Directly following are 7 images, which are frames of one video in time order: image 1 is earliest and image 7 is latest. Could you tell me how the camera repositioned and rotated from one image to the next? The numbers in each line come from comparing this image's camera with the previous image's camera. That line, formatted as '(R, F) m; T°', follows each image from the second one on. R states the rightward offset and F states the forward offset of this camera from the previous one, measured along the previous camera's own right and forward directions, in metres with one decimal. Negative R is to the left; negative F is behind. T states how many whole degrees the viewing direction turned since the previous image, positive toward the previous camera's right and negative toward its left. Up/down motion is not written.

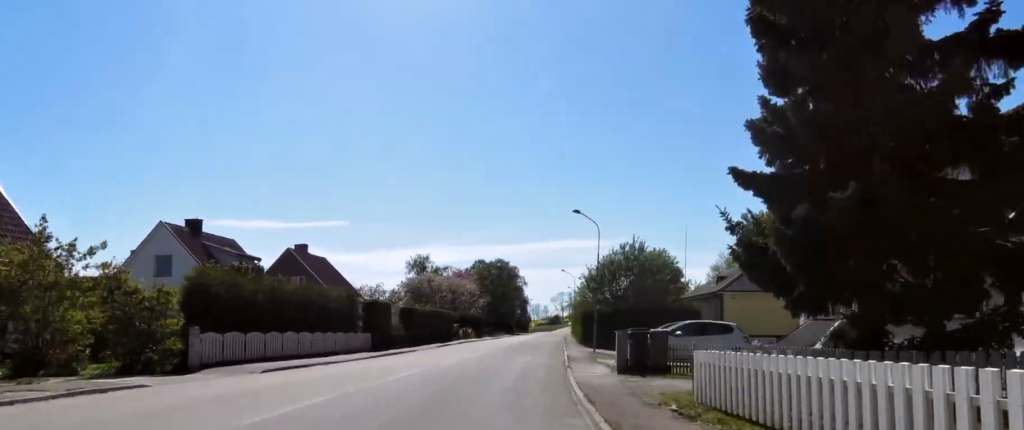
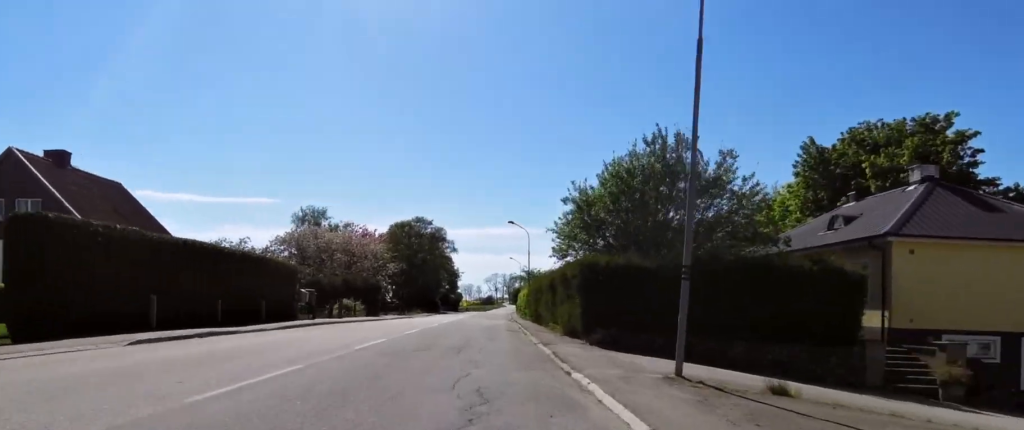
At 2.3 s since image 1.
(-1.1, +25.4) m; +4°
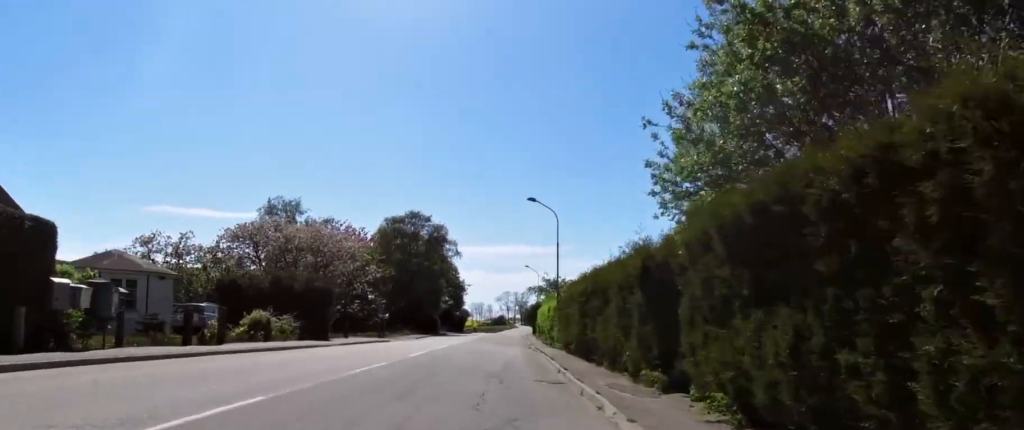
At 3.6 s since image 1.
(+0.9, +13.8) m; +4°
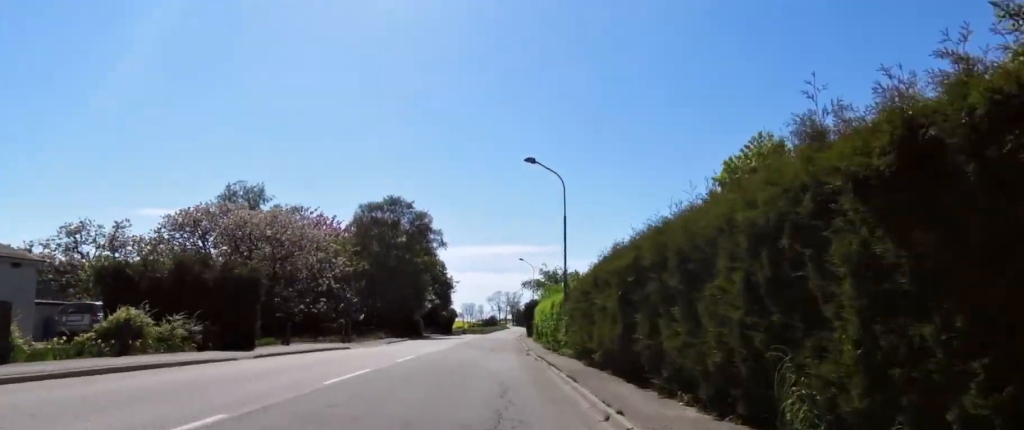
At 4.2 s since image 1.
(0.0, +6.8) m; +1°
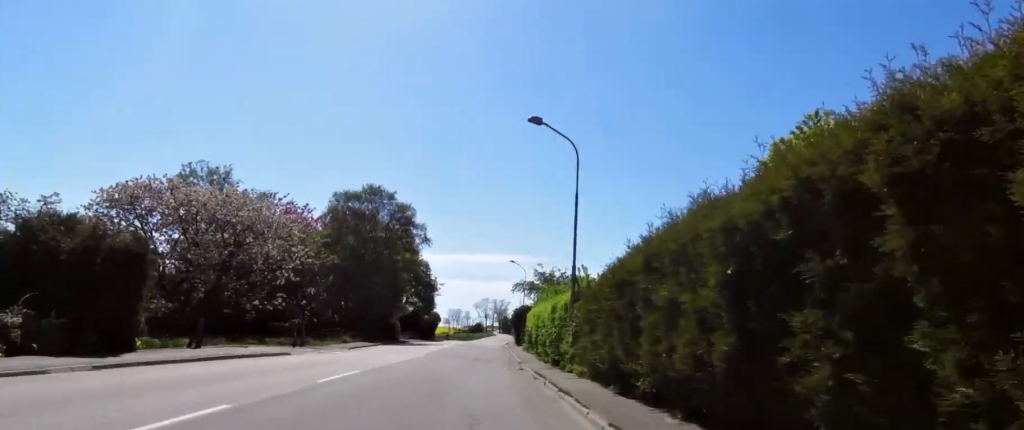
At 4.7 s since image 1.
(+0.1, +5.5) m; +1°
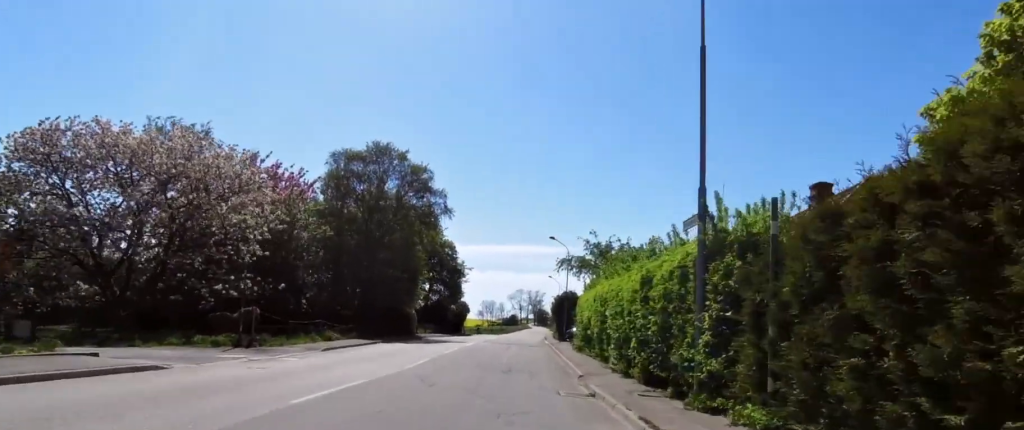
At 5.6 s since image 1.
(0.0, +9.0) m; -6°
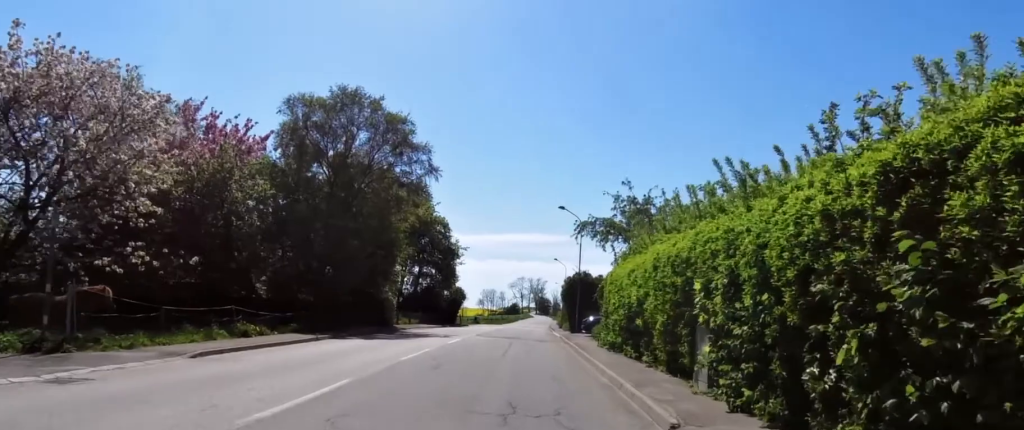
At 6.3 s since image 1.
(-0.4, +7.6) m; -4°
